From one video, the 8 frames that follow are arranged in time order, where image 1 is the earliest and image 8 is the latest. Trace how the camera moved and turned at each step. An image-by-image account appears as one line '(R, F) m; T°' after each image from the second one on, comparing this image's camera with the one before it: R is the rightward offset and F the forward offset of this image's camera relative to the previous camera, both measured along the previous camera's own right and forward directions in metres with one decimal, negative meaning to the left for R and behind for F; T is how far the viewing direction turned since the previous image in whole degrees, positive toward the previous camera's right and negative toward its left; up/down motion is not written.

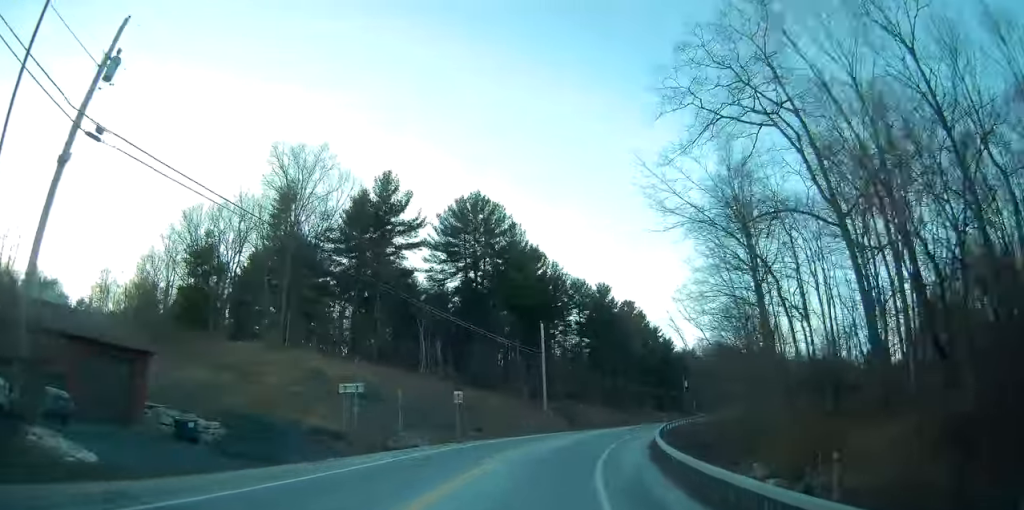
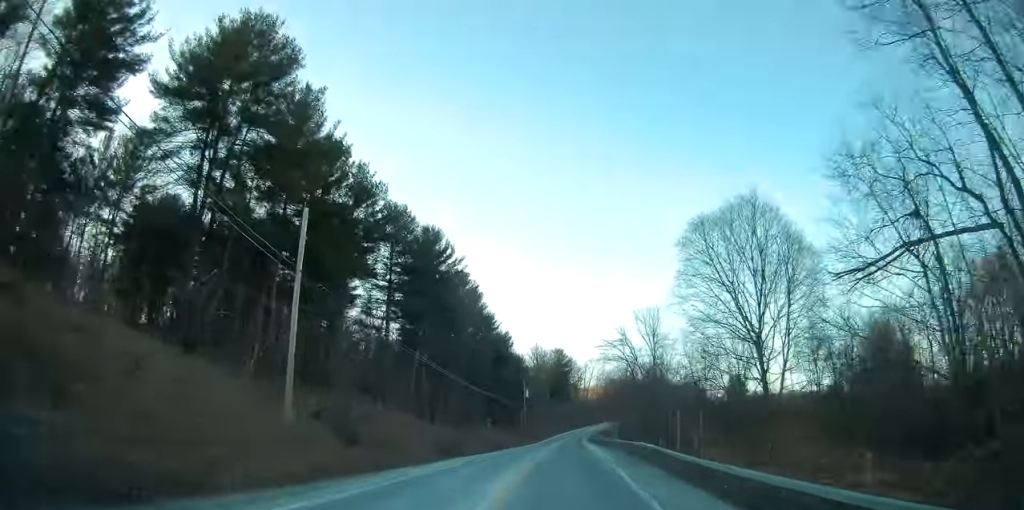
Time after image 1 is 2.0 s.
(+7.3, +37.9) m; +19°
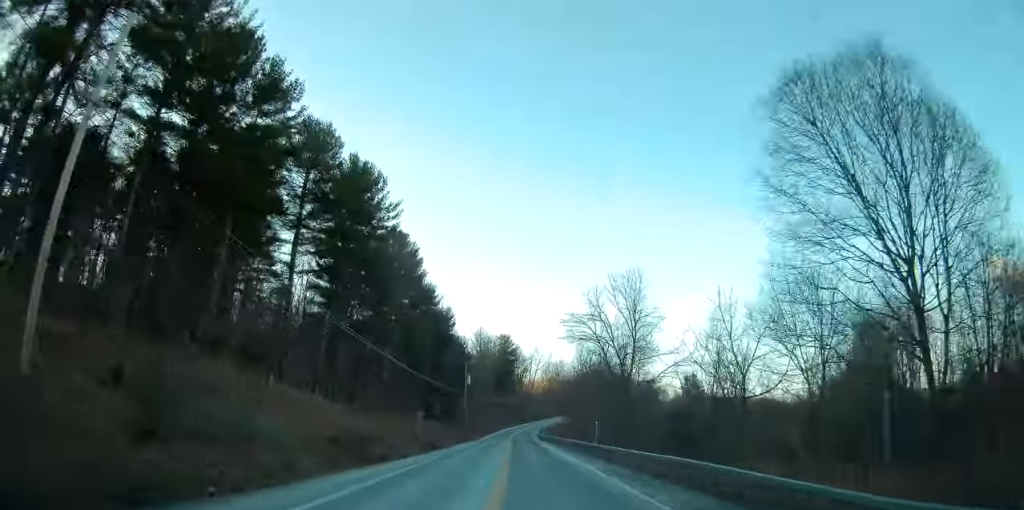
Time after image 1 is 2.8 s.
(+0.8, +15.7) m; +5°
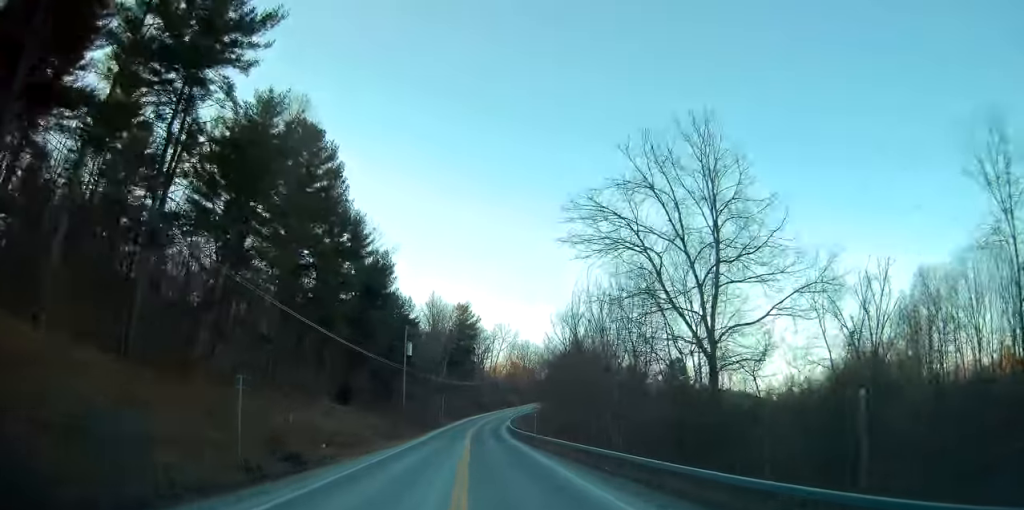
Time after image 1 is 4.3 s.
(+1.9, +29.4) m; +6°
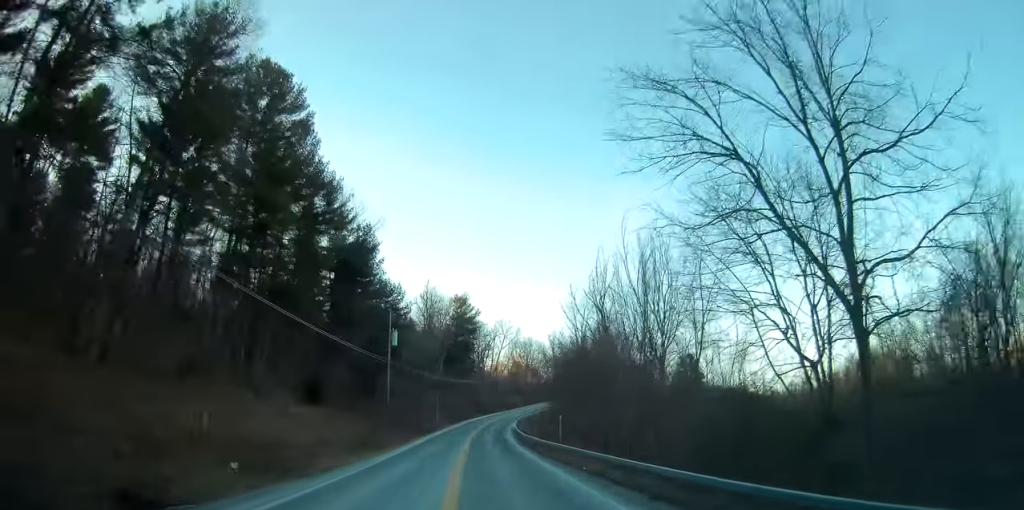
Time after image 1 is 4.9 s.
(+0.1, +11.8) m; 0°
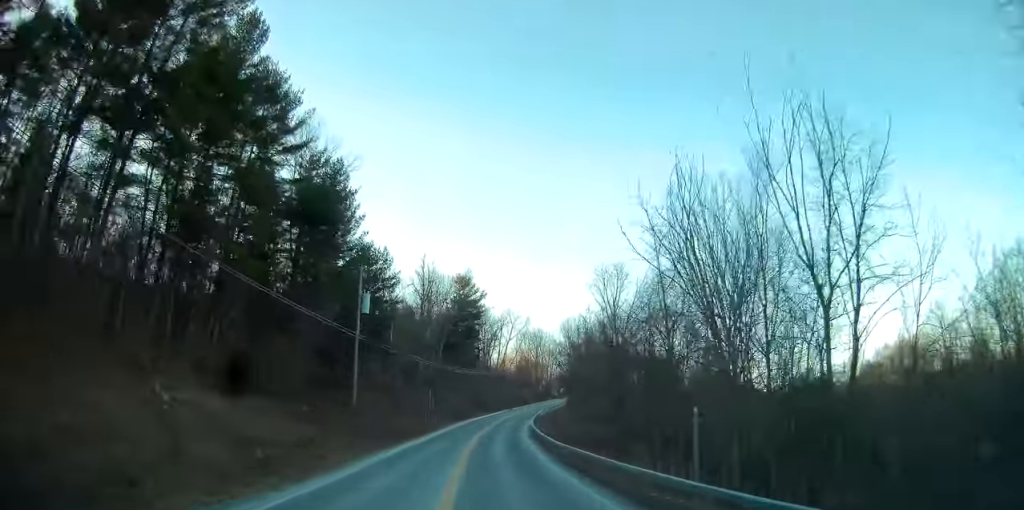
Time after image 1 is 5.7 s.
(0.0, +16.9) m; 0°
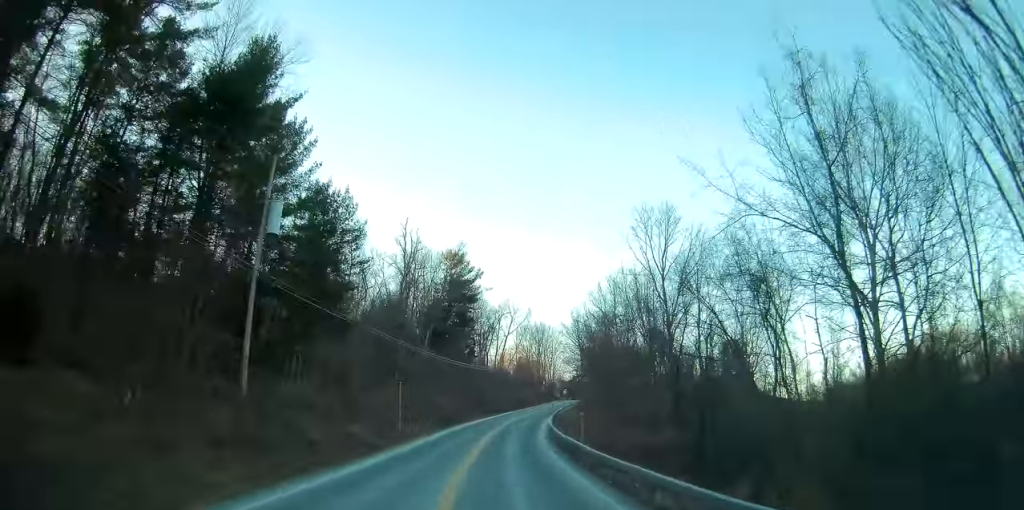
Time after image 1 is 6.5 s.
(-0.1, +18.7) m; +1°
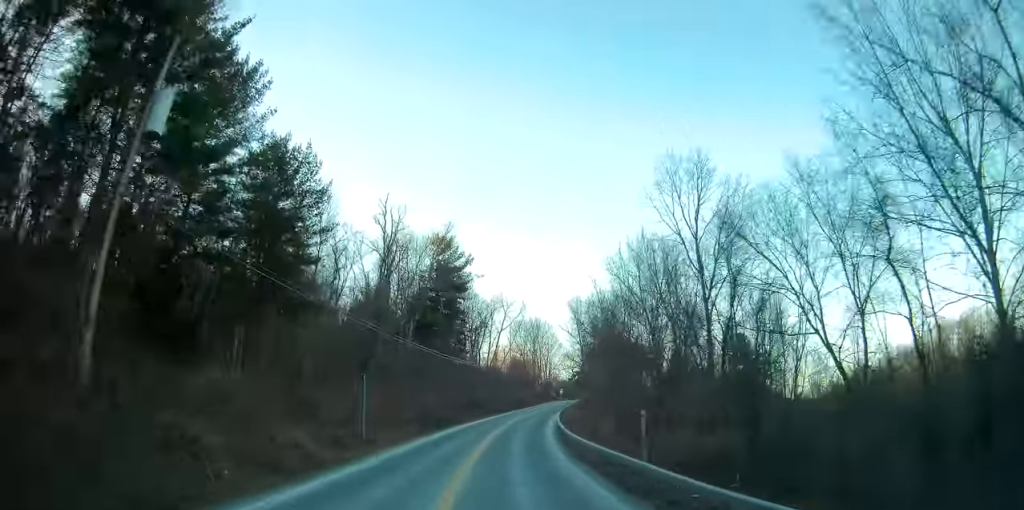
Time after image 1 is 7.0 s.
(+0.2, +9.5) m; +1°
